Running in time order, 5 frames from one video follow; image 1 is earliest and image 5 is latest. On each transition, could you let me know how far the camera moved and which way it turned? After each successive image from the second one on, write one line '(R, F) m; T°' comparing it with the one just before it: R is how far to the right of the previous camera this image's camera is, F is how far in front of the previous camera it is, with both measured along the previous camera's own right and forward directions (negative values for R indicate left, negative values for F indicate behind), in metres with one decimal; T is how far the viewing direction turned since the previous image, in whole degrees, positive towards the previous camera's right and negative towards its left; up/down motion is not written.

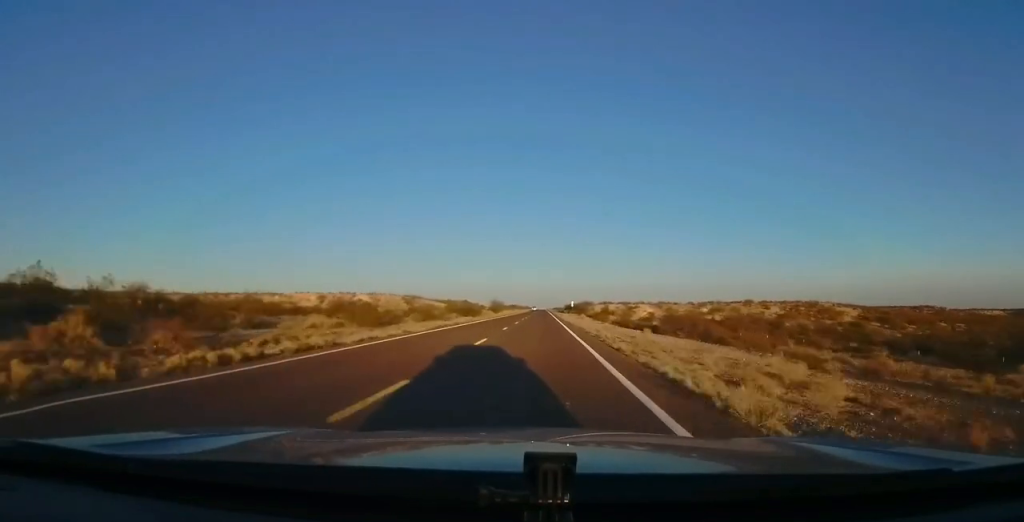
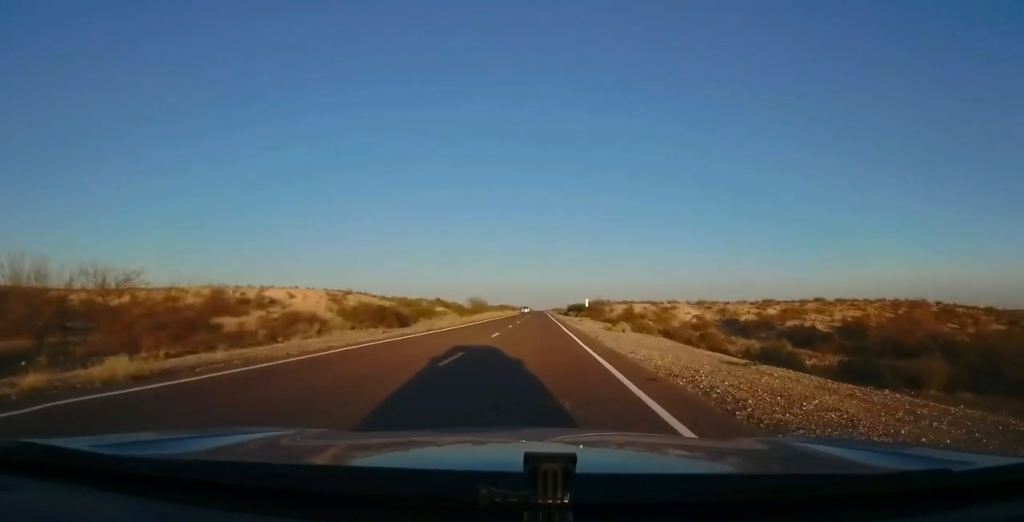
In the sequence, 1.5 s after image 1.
(-0.6, +42.8) m; -1°
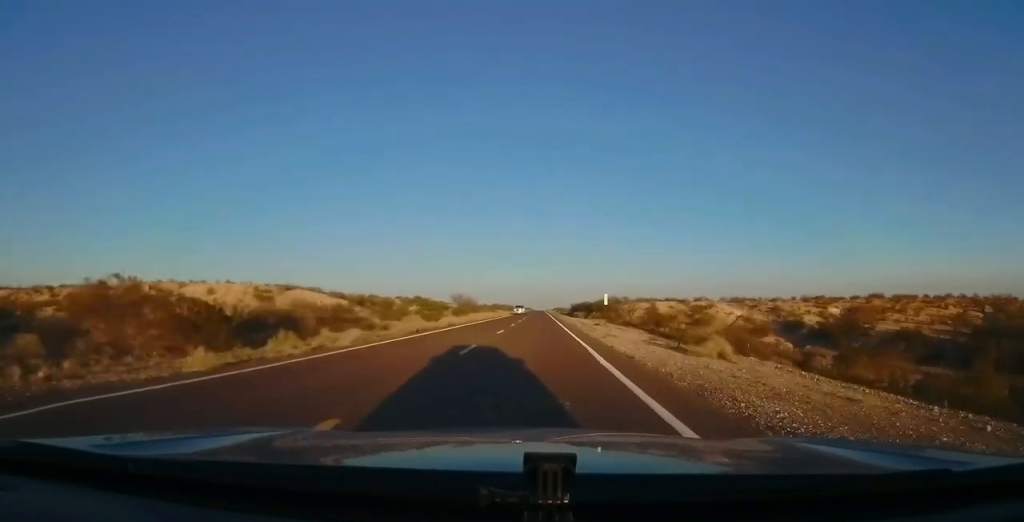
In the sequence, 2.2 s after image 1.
(0.0, +21.5) m; +1°
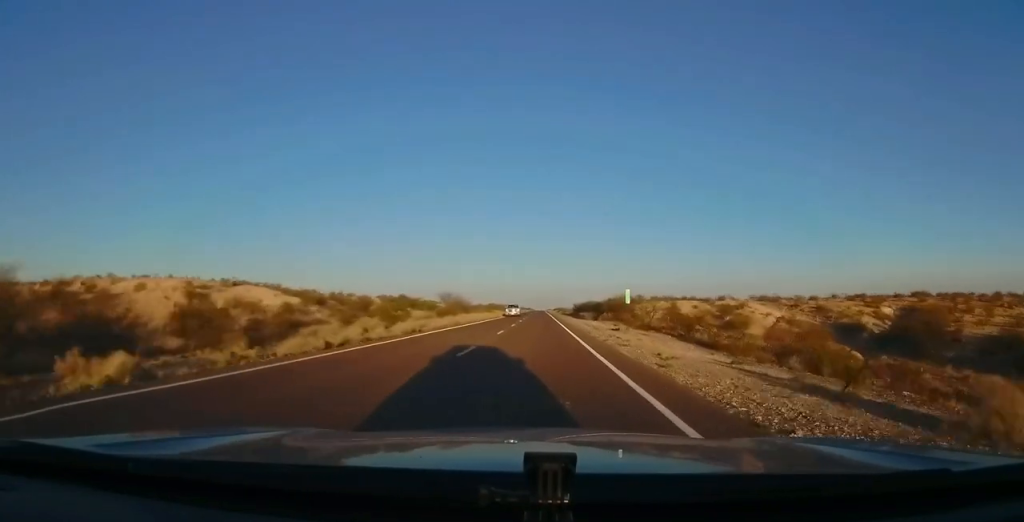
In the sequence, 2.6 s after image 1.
(+0.1, +12.7) m; +1°
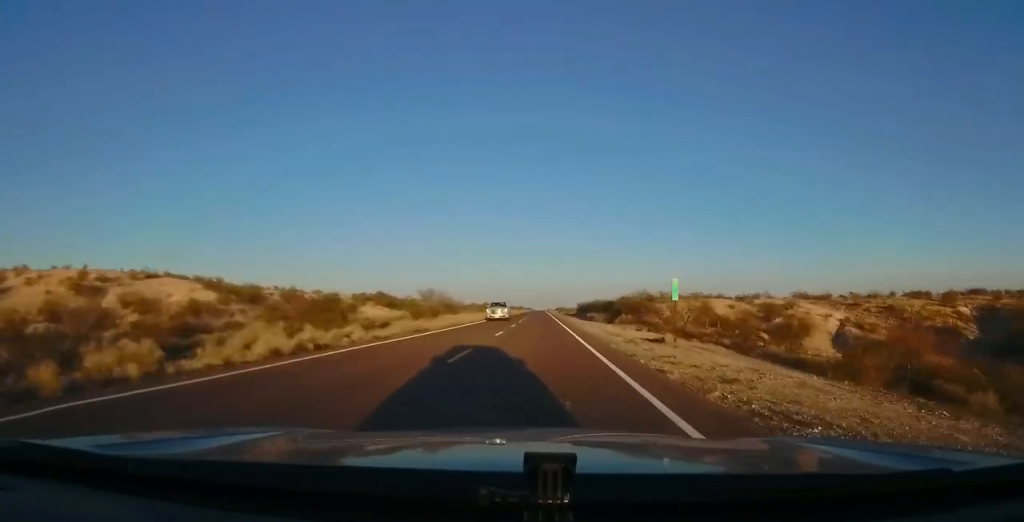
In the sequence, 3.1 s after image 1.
(+0.1, +13.7) m; 0°
